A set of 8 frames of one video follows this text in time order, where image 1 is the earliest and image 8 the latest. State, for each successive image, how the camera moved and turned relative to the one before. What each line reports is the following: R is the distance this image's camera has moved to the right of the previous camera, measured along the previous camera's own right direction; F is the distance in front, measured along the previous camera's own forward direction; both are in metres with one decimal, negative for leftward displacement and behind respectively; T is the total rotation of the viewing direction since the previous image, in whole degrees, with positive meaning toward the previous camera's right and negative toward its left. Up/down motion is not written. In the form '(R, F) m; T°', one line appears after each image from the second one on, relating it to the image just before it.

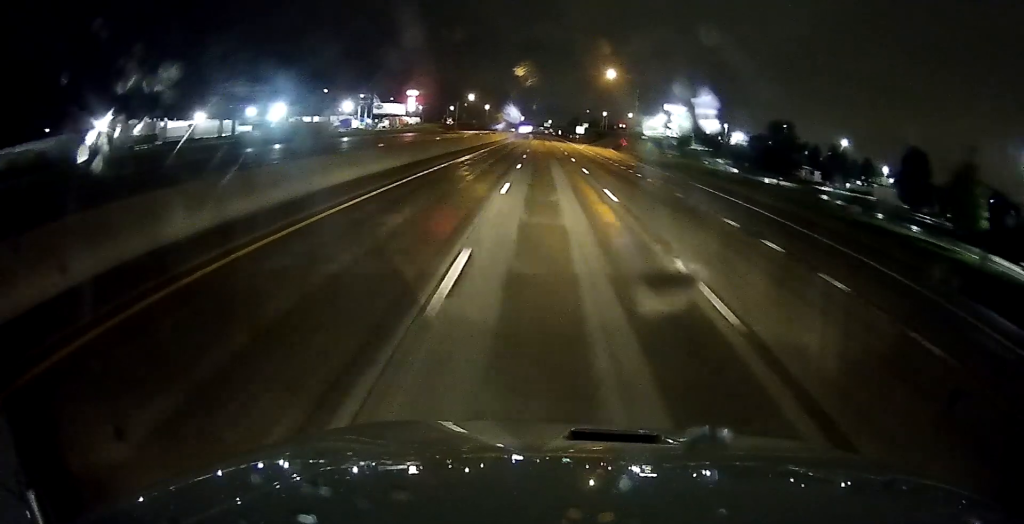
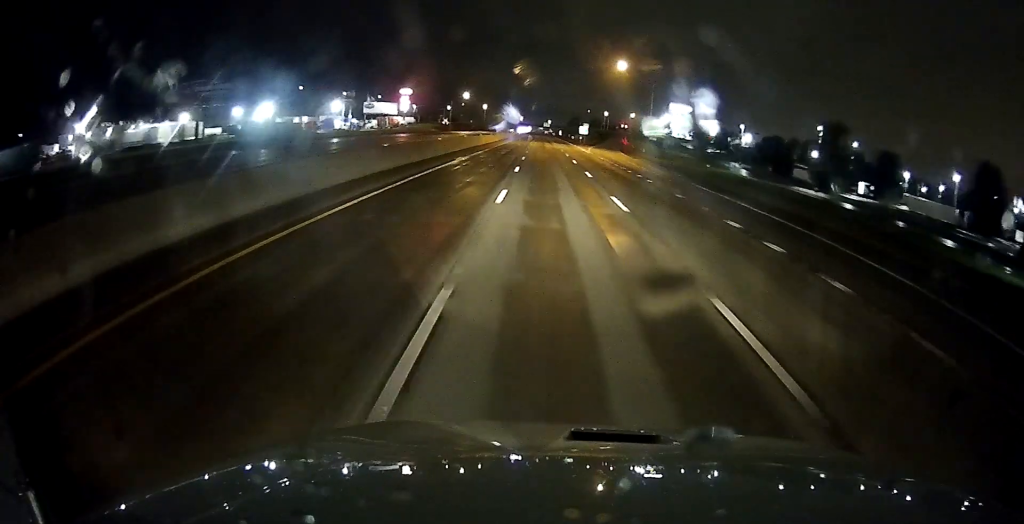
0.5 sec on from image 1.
(+0.1, +14.5) m; 0°
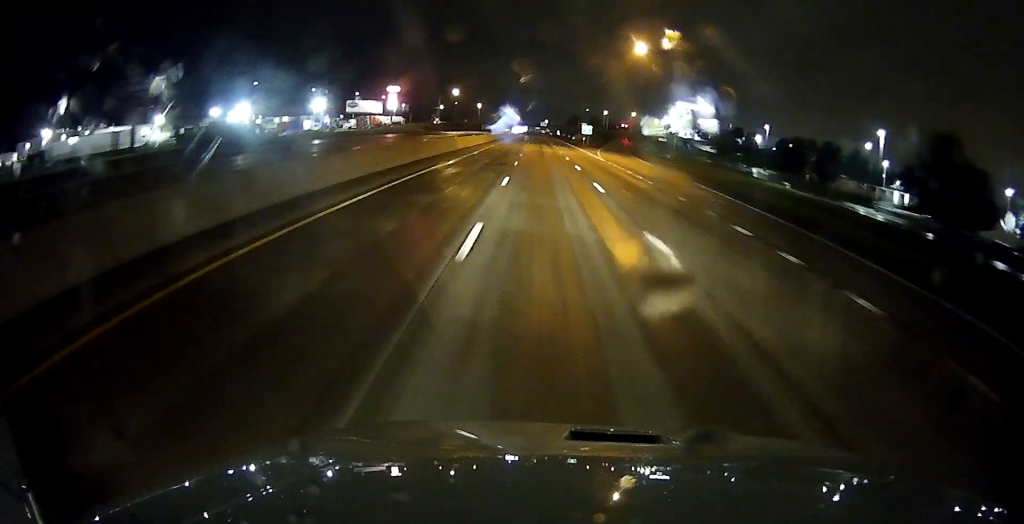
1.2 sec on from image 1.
(+0.5, +19.4) m; 0°
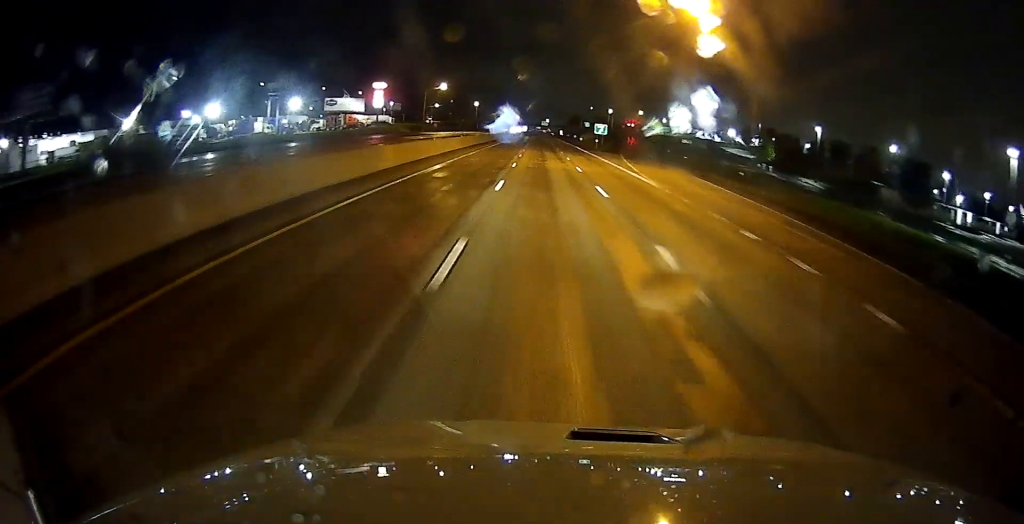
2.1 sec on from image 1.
(-0.6, +26.2) m; 0°
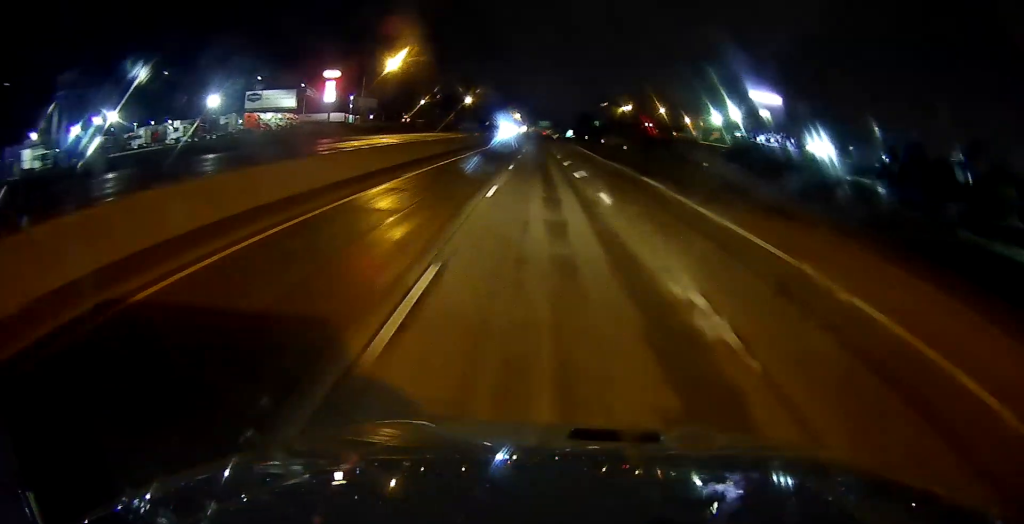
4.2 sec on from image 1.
(-0.1, +63.2) m; -1°
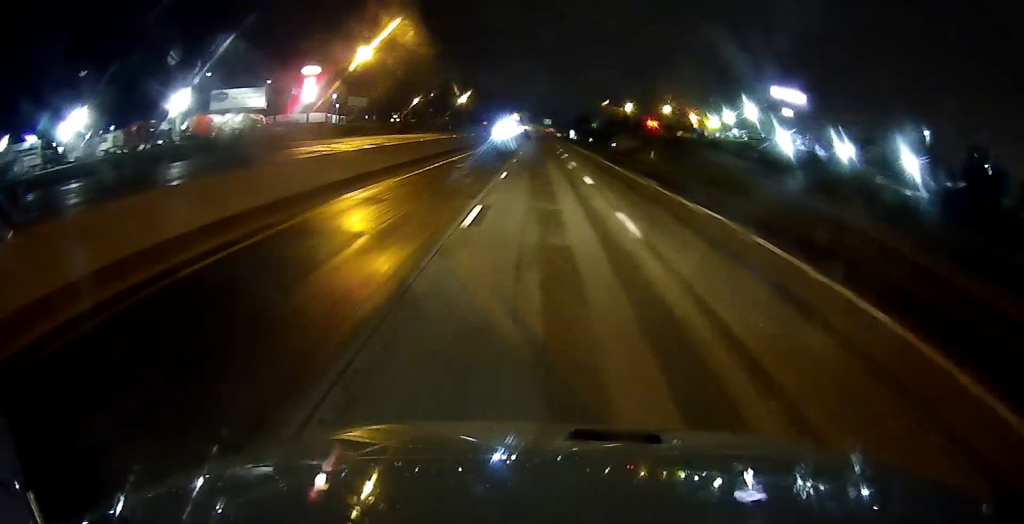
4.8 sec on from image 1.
(0.0, +17.5) m; +1°
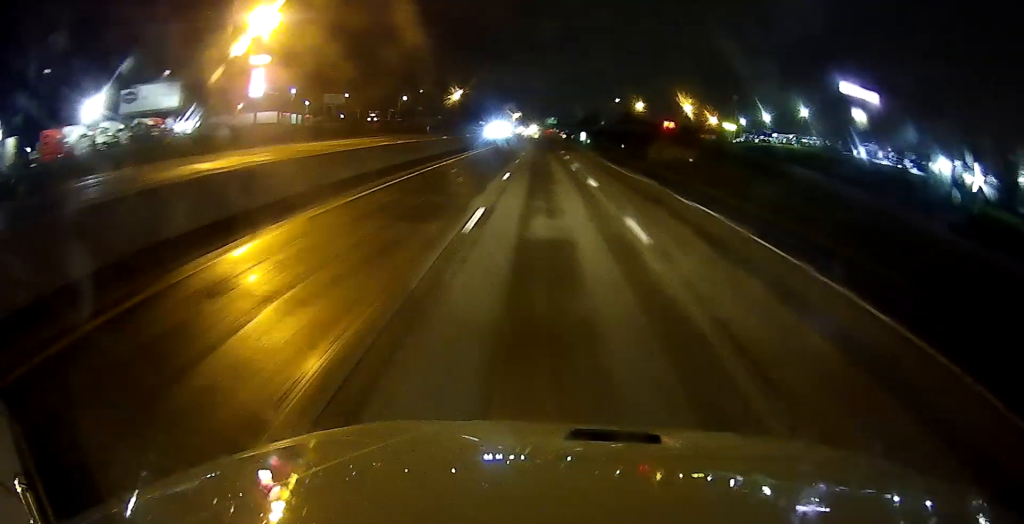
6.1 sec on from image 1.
(+0.7, +37.0) m; +1°
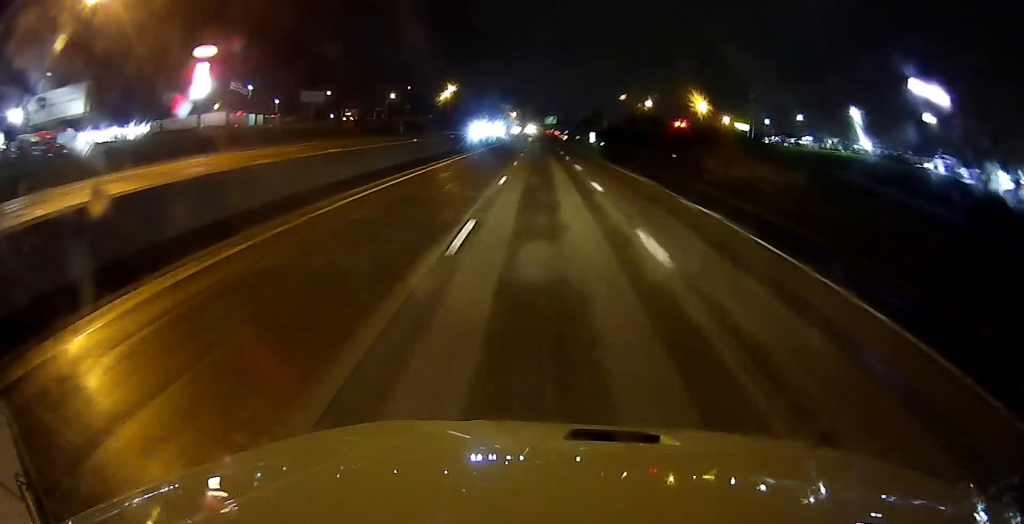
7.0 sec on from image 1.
(-0.5, +26.4) m; -1°
